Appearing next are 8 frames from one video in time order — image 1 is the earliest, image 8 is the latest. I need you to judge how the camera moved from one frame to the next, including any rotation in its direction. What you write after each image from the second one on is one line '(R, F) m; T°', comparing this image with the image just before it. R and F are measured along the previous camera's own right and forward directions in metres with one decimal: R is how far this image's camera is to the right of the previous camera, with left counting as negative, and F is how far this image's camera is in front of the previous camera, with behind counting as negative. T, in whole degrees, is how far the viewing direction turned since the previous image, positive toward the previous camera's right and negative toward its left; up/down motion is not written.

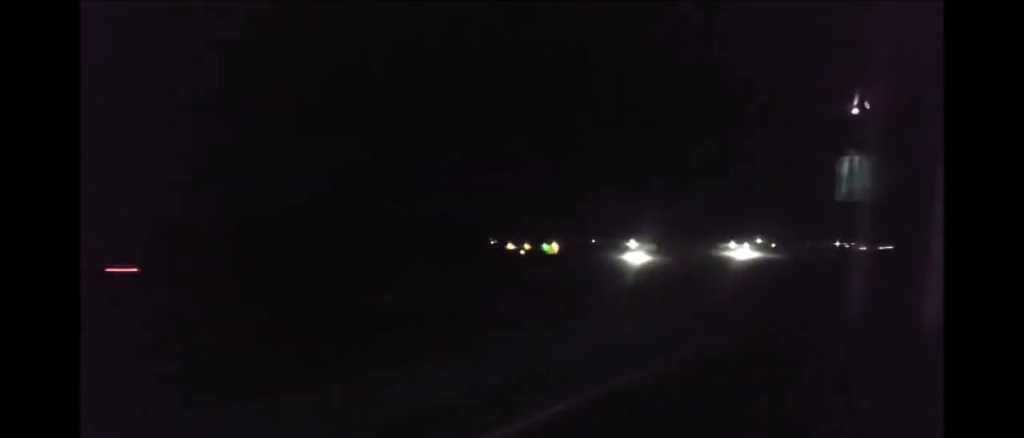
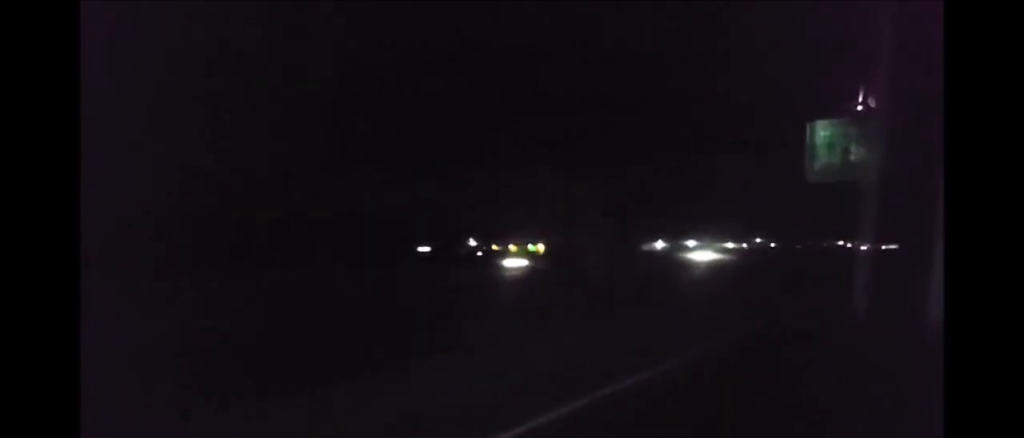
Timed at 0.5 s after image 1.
(-0.3, +15.8) m; 0°
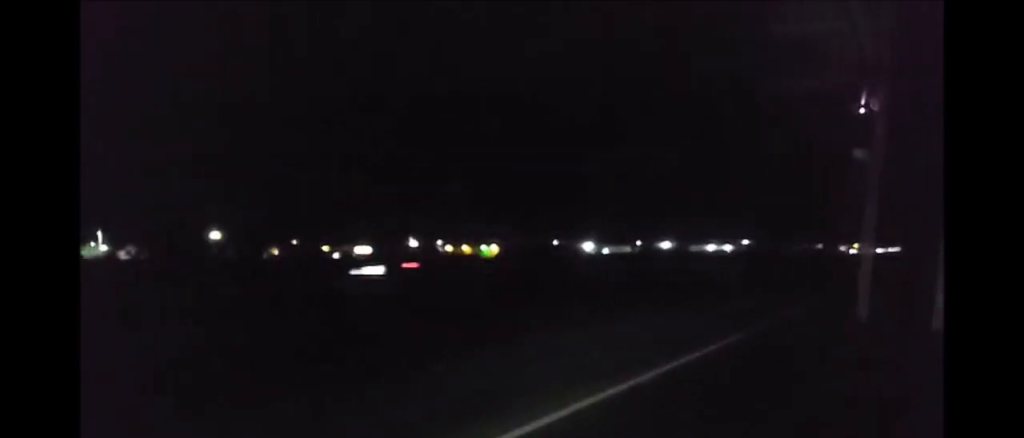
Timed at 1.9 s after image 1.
(+0.8, +40.6) m; +1°
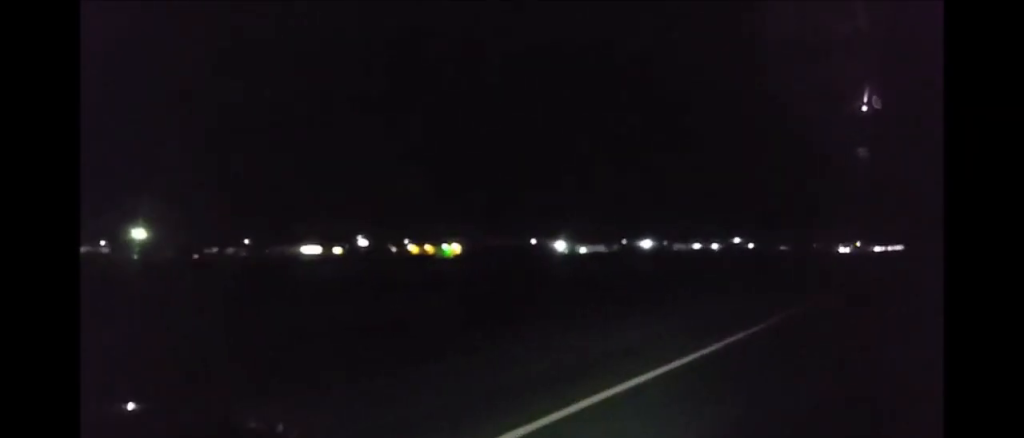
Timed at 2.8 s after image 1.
(0.0, +27.7) m; 0°
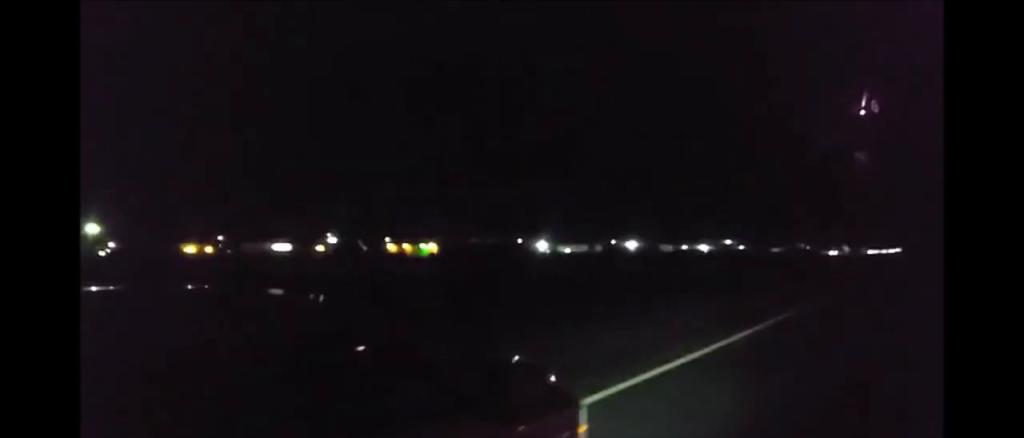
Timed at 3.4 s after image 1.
(0.0, +15.8) m; 0°
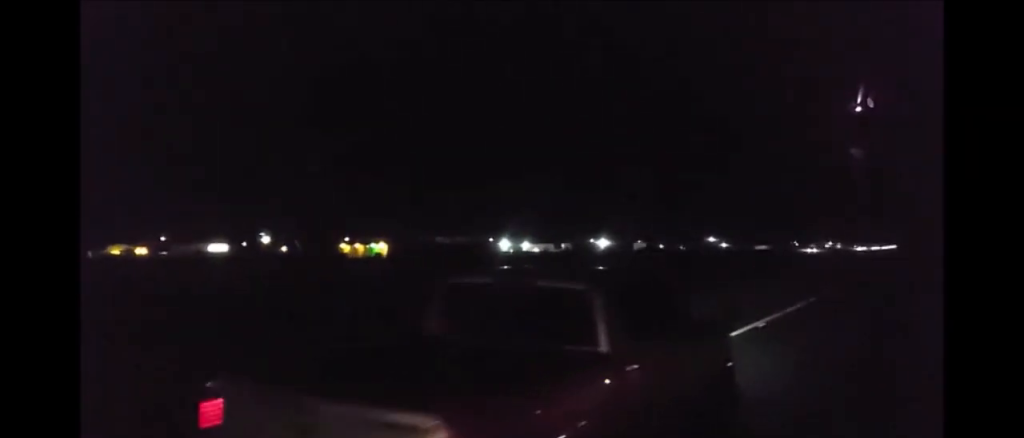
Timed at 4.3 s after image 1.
(0.0, +26.6) m; 0°
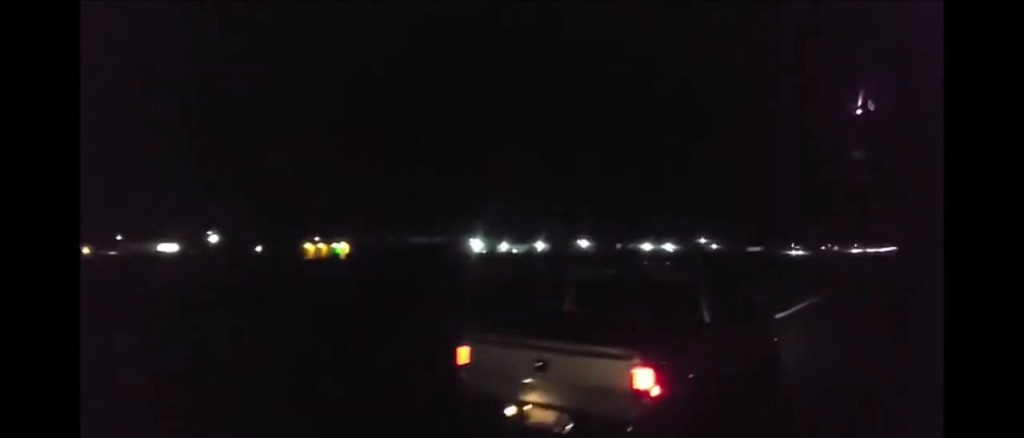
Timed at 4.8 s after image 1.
(0.0, +16.8) m; 0°
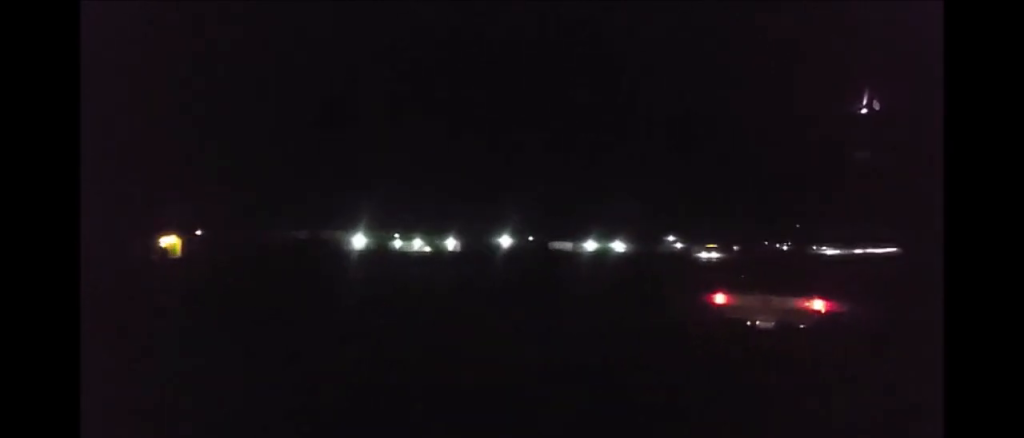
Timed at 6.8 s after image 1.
(0.0, +58.0) m; 0°
